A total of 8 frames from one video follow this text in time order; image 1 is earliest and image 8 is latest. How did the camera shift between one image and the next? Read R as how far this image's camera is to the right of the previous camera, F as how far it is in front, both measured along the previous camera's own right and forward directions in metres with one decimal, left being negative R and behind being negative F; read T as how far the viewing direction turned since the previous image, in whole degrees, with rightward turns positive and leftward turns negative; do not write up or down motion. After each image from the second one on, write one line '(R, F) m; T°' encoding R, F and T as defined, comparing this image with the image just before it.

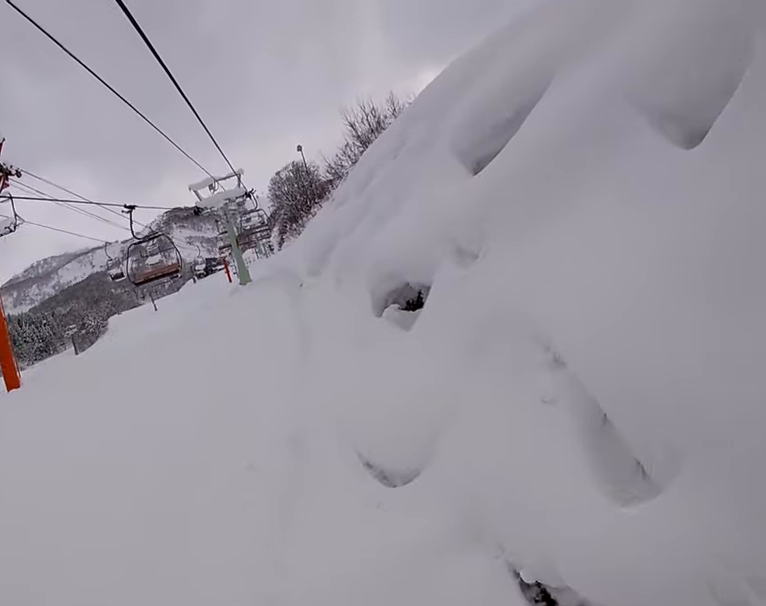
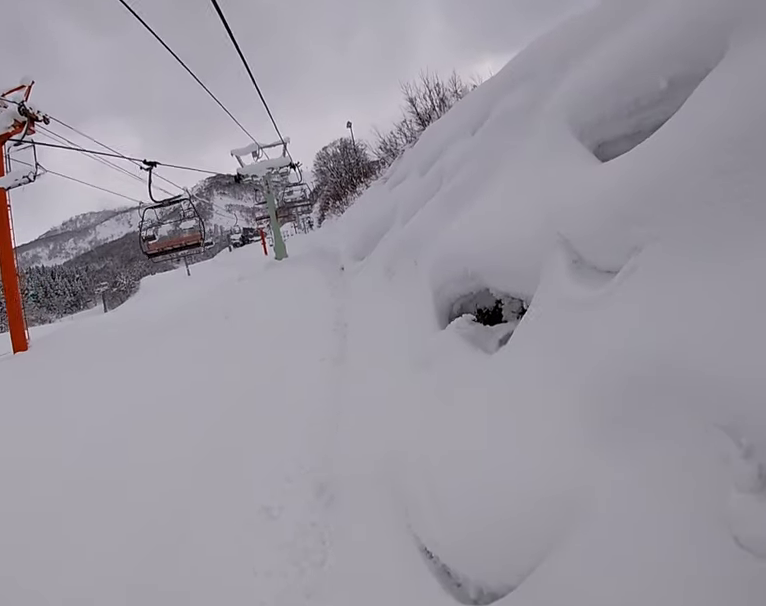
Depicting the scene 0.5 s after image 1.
(+0.8, +1.7) m; -1°
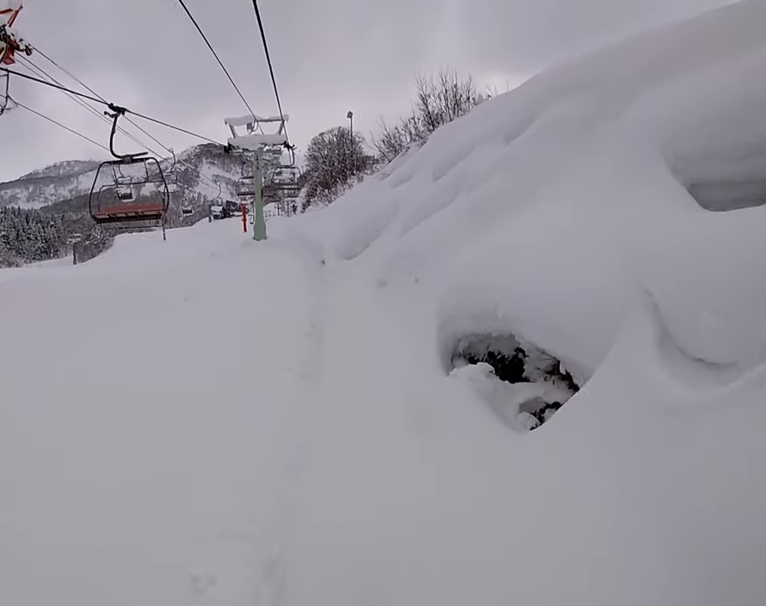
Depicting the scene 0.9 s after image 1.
(+0.1, +1.5) m; -1°
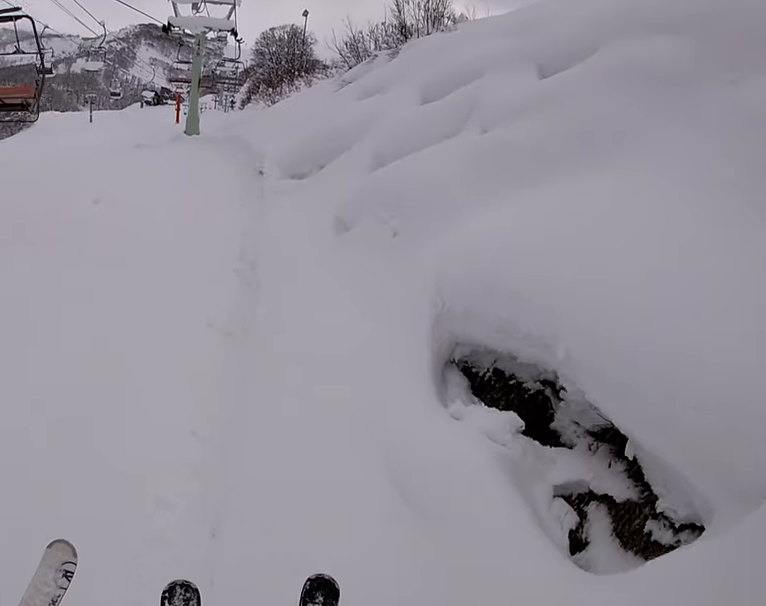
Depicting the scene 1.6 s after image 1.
(-1.1, +2.3) m; -2°
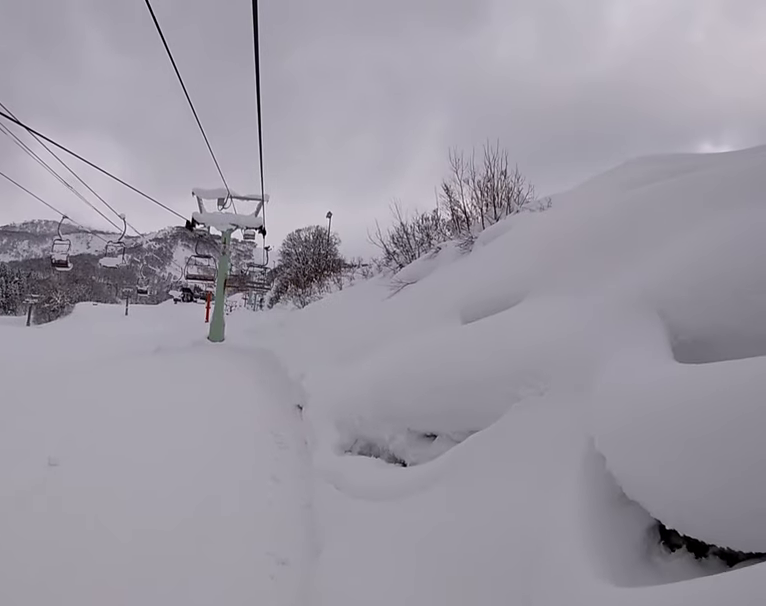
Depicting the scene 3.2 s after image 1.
(+1.1, +5.0) m; +12°
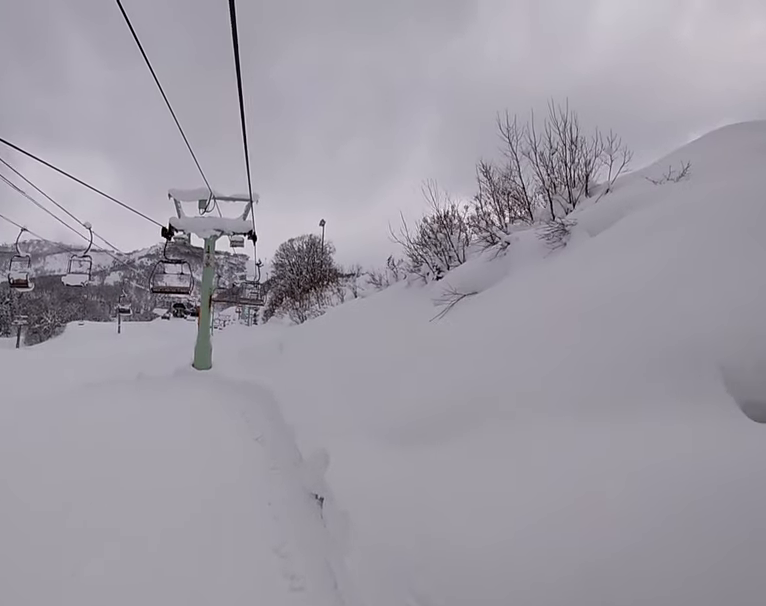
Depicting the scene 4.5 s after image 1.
(+0.3, +4.4) m; -7°
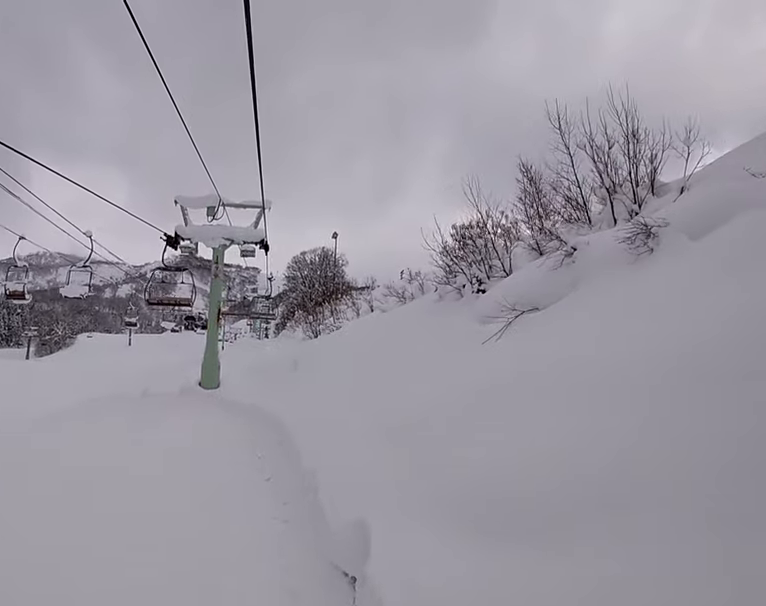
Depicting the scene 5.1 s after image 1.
(-0.2, +1.7) m; -9°
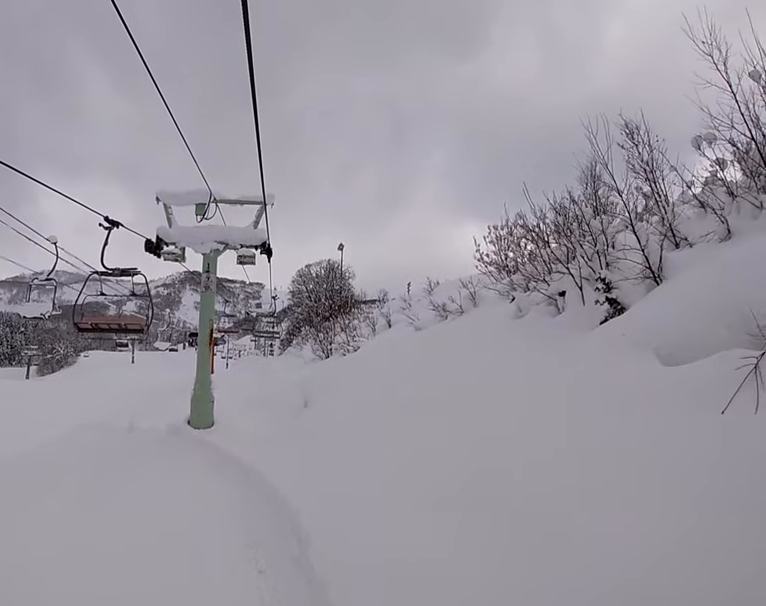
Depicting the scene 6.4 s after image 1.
(-1.2, +4.4) m; +3°
